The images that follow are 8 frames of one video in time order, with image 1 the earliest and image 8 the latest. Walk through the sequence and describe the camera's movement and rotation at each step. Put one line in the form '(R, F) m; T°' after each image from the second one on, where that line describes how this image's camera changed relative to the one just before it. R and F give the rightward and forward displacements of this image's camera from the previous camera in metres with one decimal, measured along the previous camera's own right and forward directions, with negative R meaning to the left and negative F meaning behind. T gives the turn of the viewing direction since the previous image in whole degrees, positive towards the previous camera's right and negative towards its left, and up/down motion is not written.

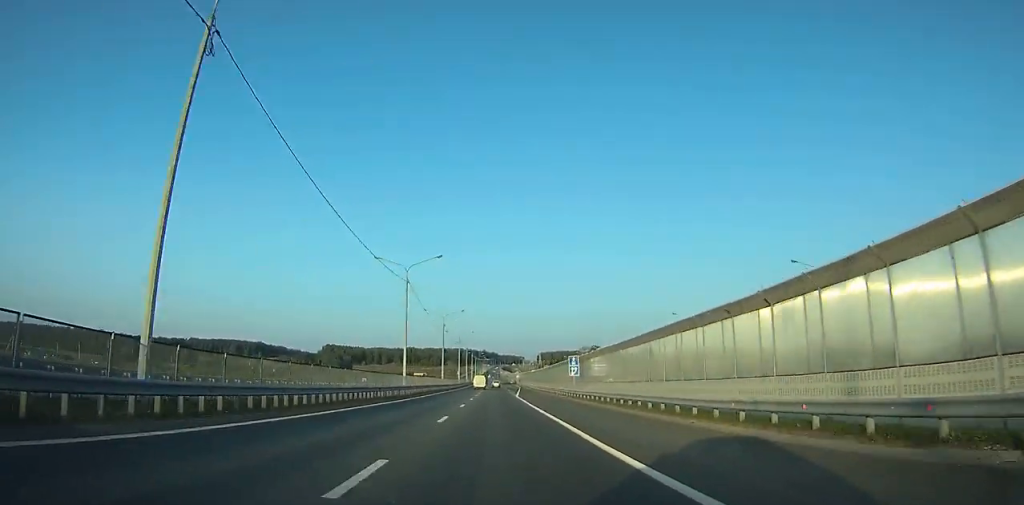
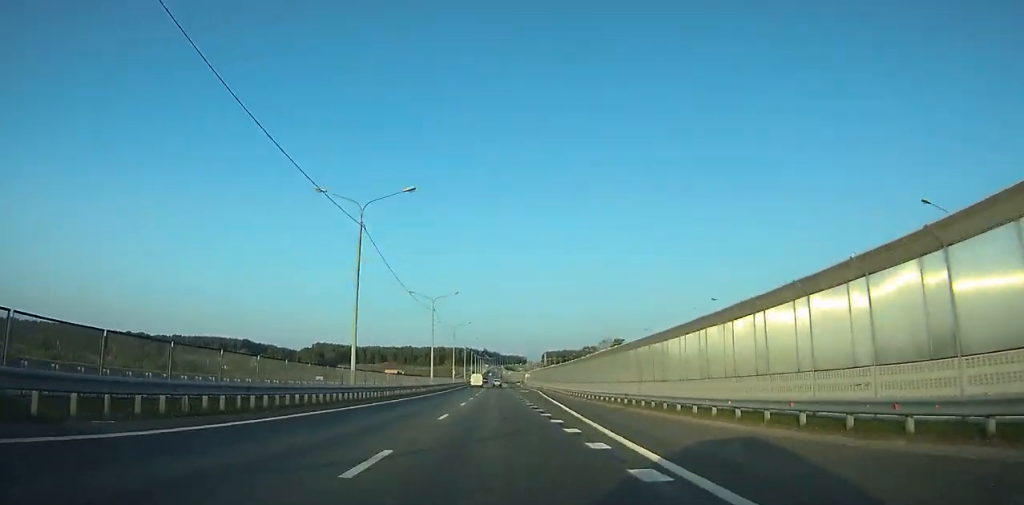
(-0.2, +58.5) m; 0°
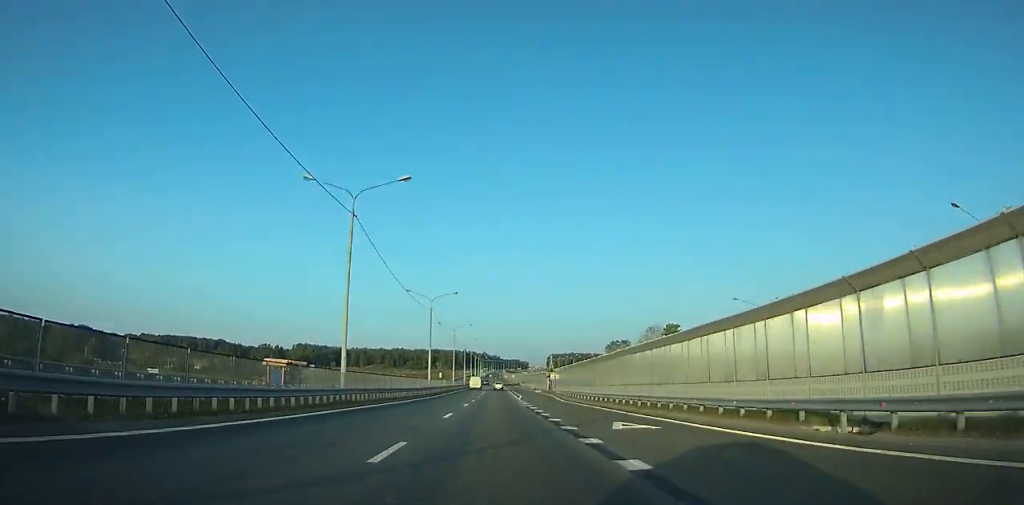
(-0.4, +83.4) m; 0°
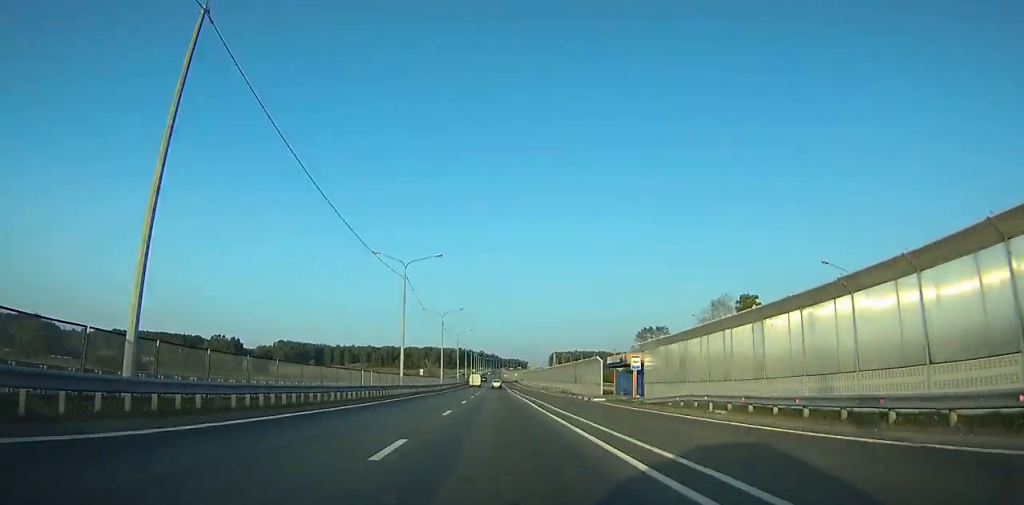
(0.0, +58.6) m; 0°
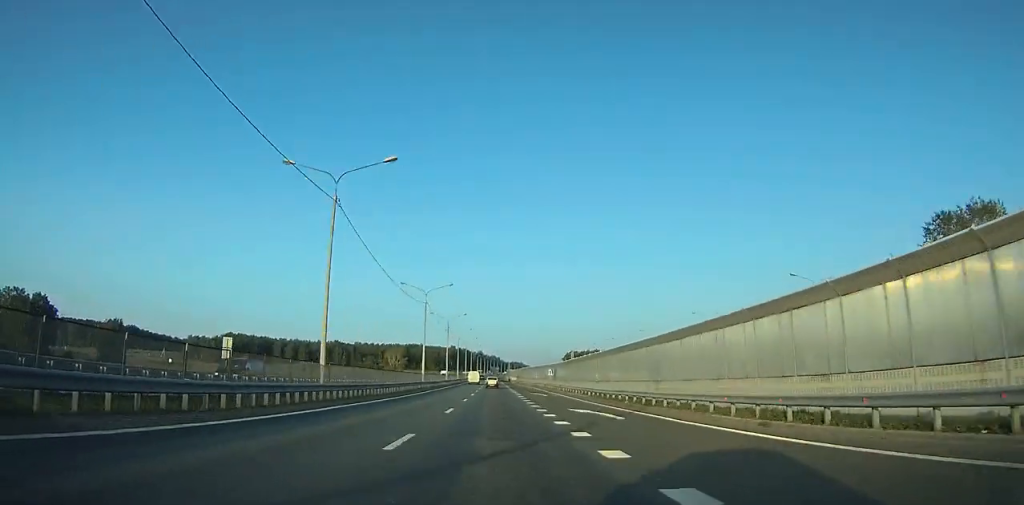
(+1.1, +142.1) m; +1°
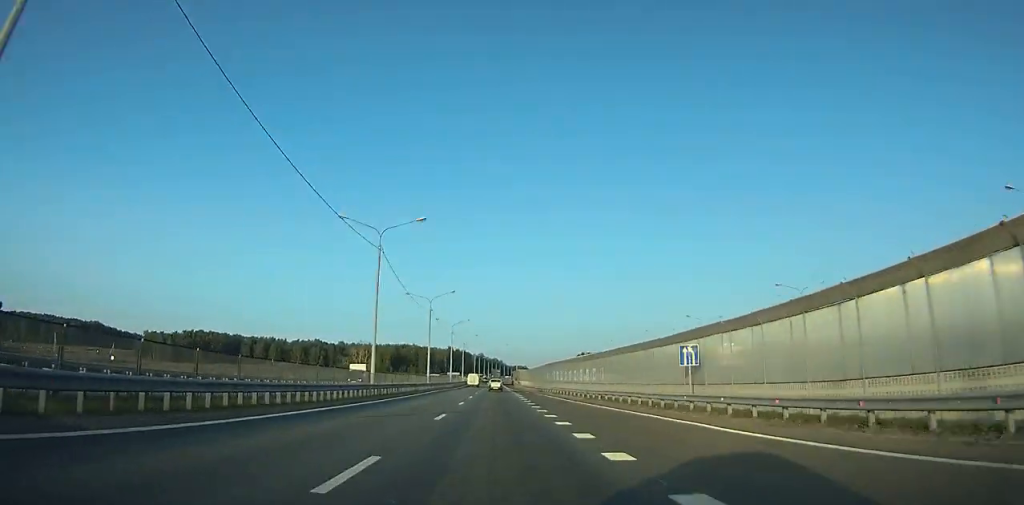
(0.0, +63.9) m; 0°
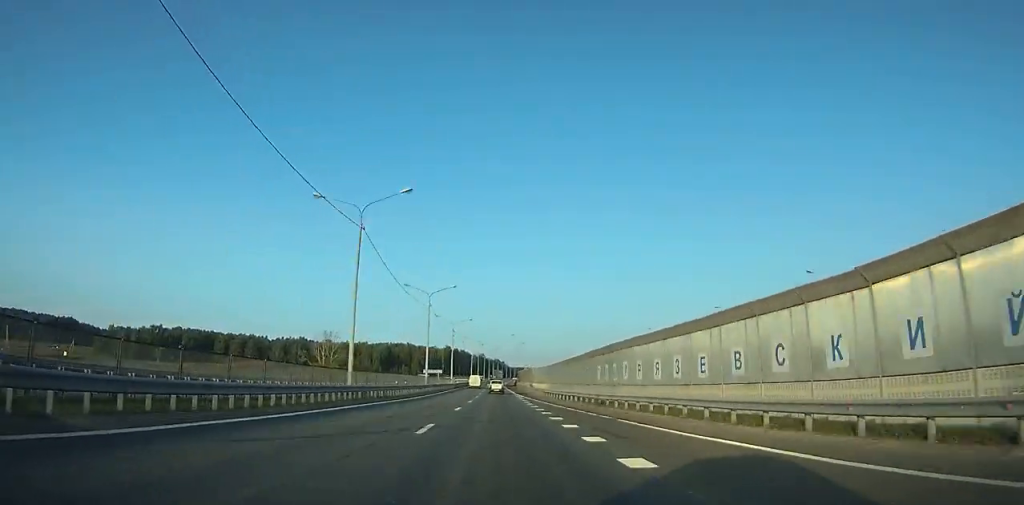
(0.0, +41.2) m; 0°
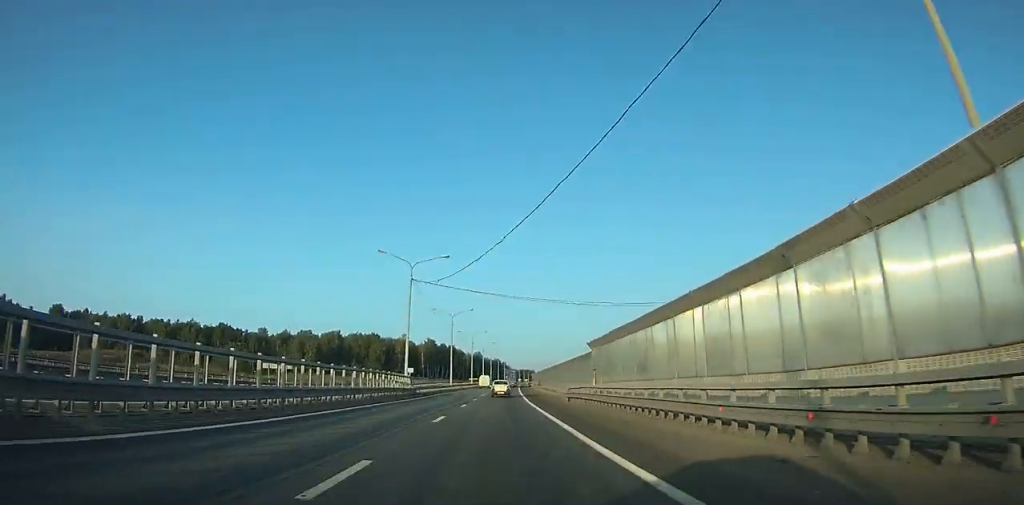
(-0.6, +127.4) m; -1°
